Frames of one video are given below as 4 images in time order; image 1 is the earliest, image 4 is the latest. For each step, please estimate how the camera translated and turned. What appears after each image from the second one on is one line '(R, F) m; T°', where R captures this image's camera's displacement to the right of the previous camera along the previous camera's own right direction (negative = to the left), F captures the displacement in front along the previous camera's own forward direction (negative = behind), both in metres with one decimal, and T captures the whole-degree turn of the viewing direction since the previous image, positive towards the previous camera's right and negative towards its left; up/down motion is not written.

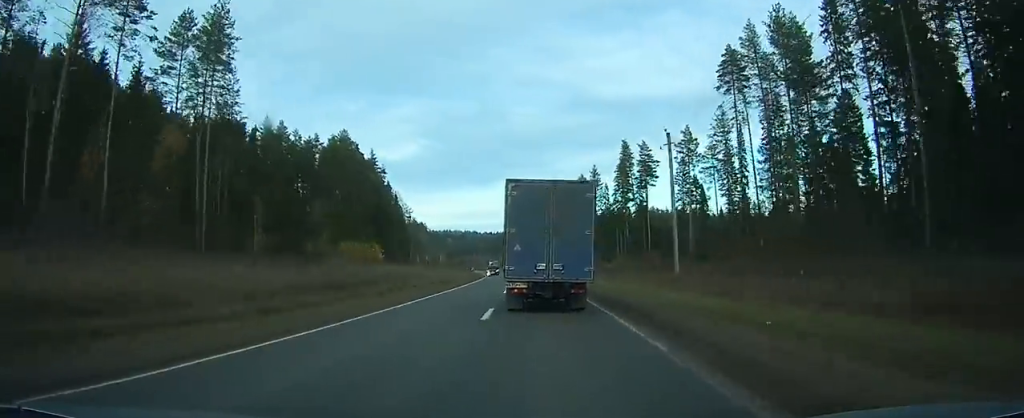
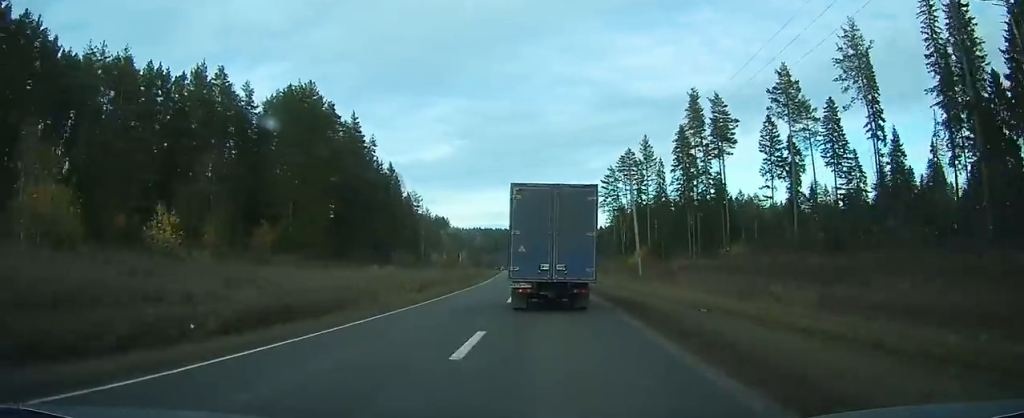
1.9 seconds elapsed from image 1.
(-1.0, +42.5) m; -3°
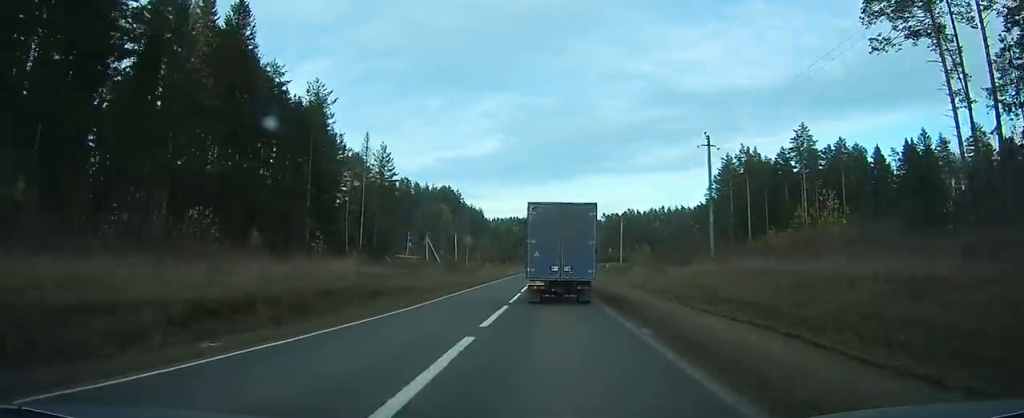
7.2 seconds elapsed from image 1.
(-7.0, +117.7) m; -6°
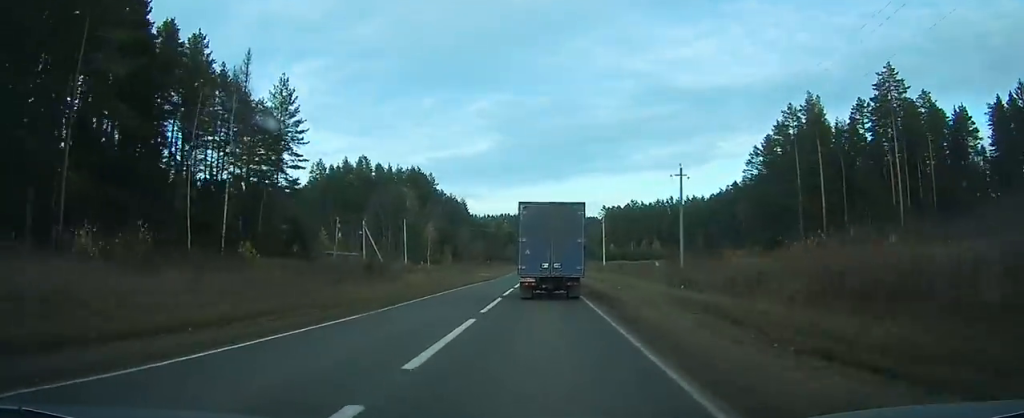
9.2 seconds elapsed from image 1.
(-0.3, +44.3) m; -1°
